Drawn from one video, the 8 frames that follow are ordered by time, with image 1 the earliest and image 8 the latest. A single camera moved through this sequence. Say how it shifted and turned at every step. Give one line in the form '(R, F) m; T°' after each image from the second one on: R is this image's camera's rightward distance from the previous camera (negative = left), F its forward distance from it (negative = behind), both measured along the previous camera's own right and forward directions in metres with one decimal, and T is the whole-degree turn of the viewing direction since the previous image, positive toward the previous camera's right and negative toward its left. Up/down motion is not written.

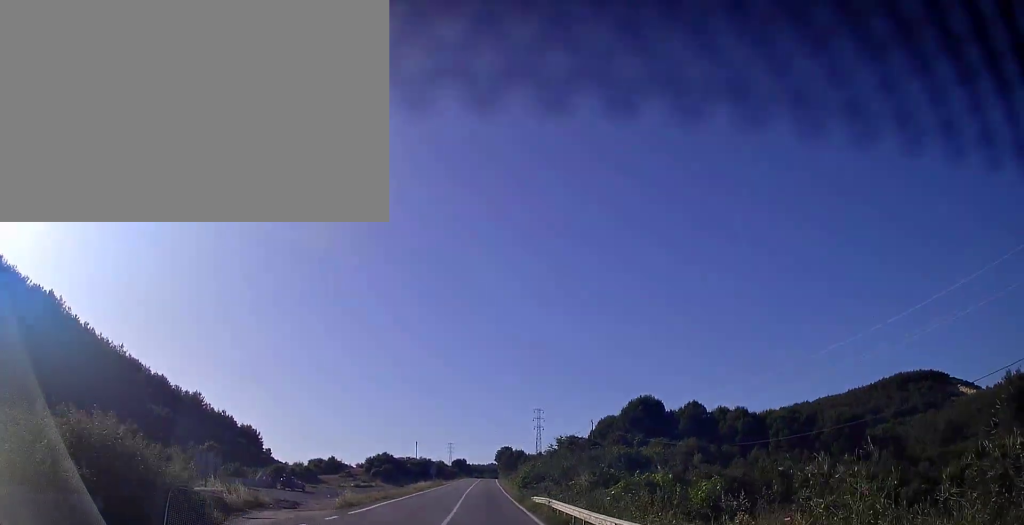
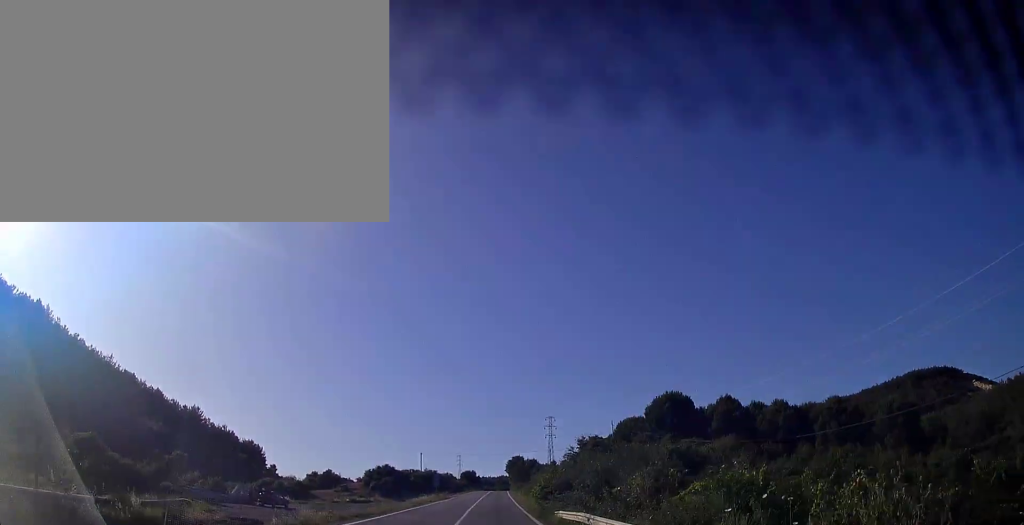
(-0.4, +8.8) m; -2°
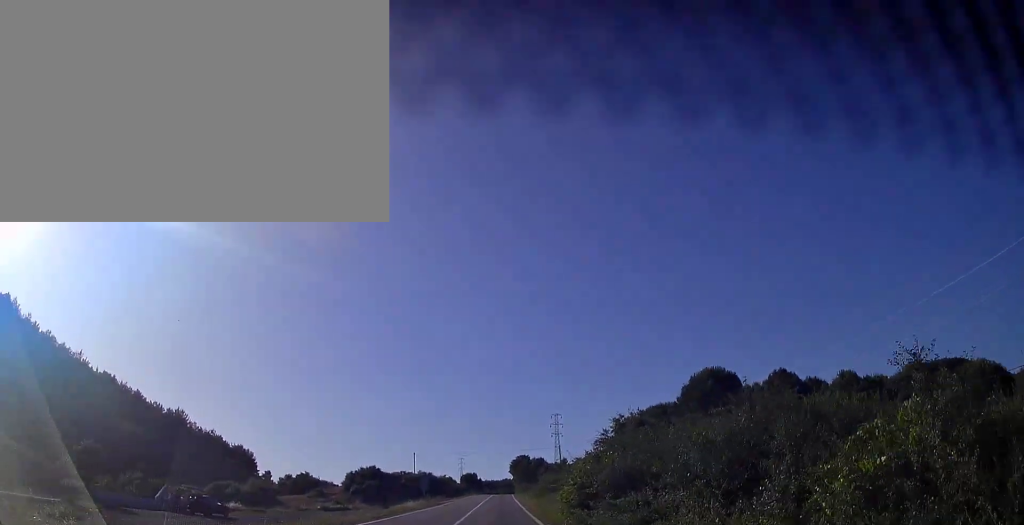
(-0.4, +14.2) m; -2°
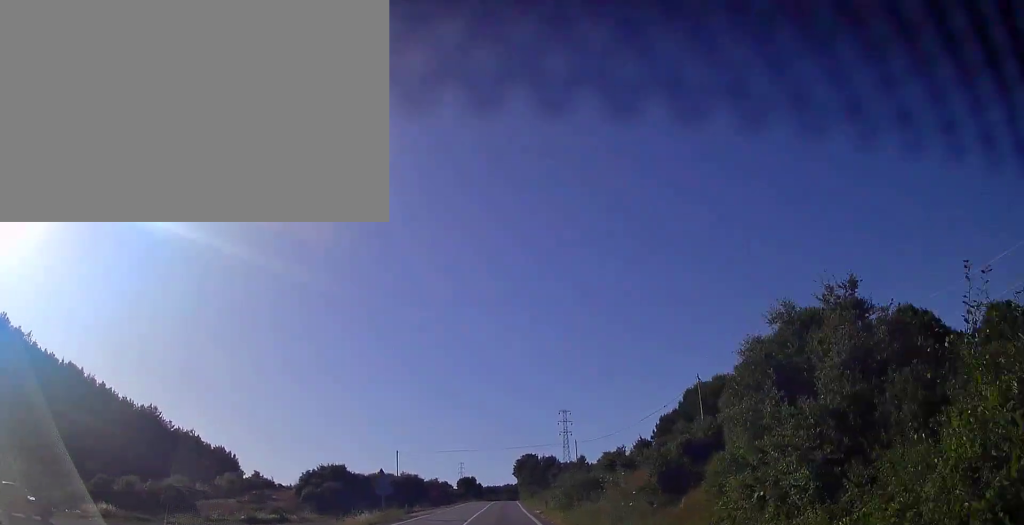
(-0.2, +20.3) m; -1°
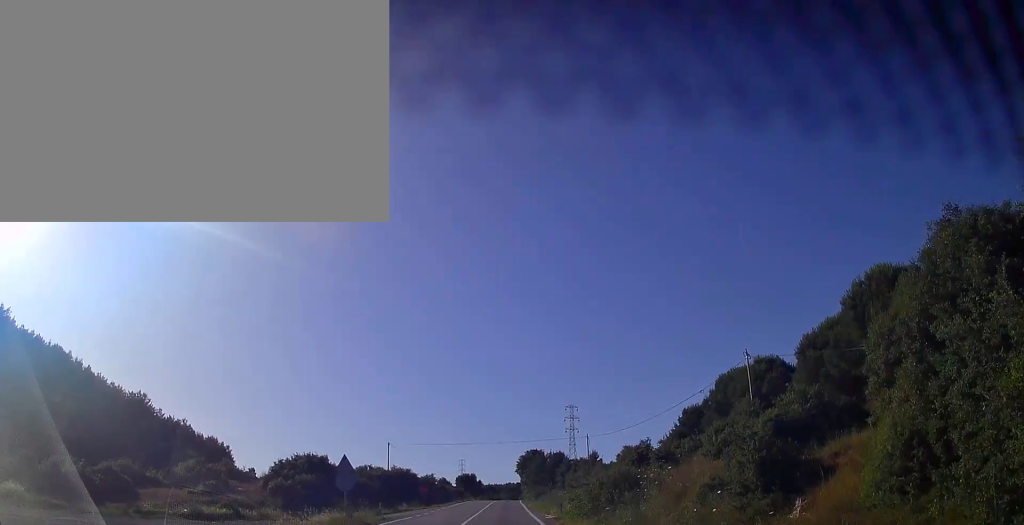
(0.0, +9.0) m; 0°
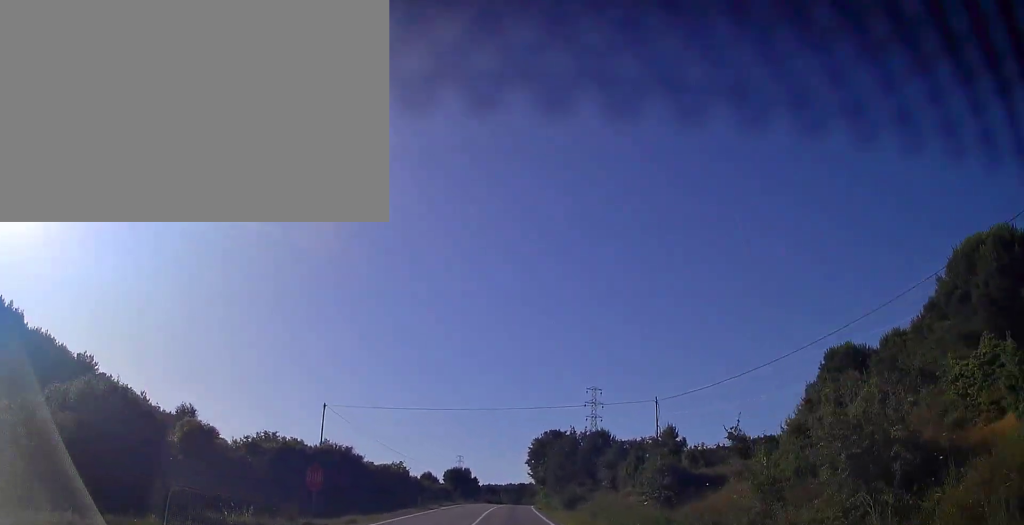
(-0.1, +32.4) m; 0°
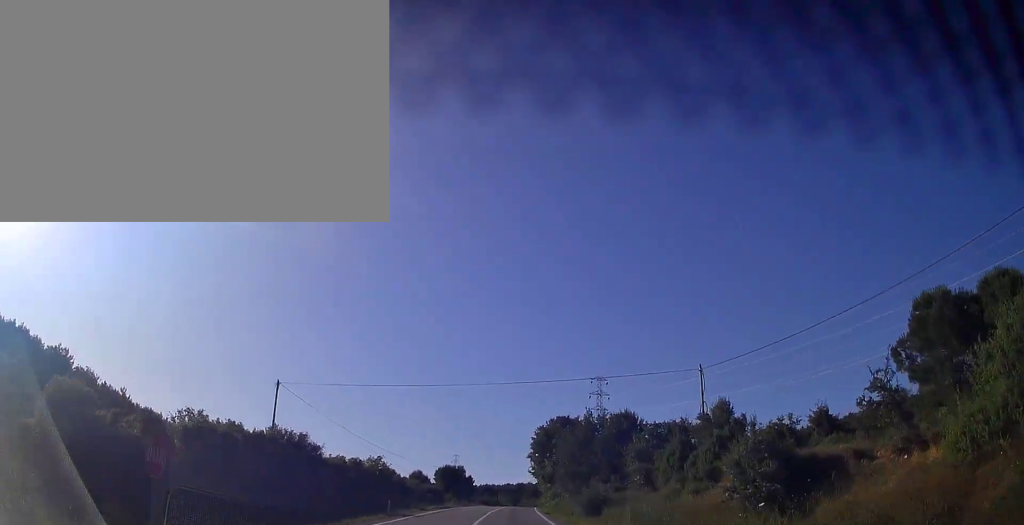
(-0.1, +10.8) m; 0°
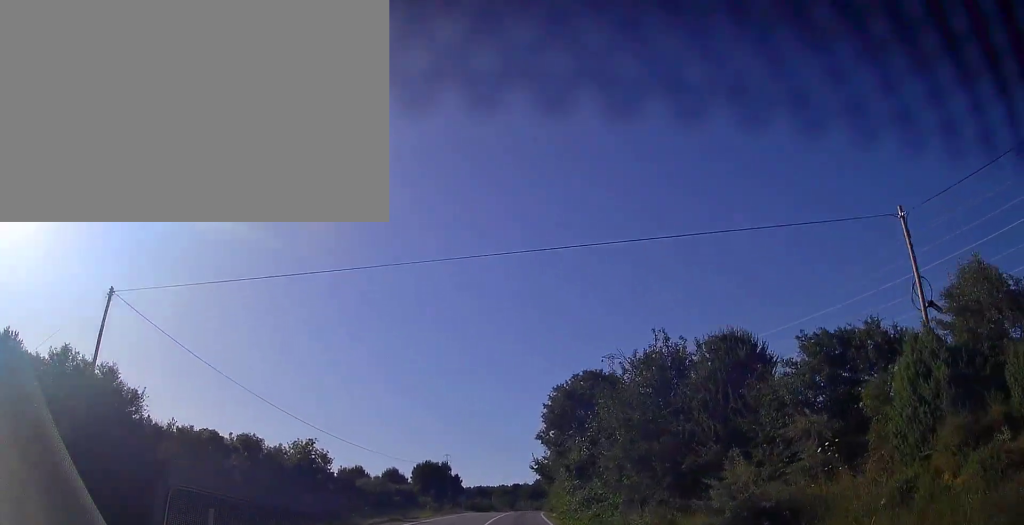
(0.0, +19.7) m; +1°
